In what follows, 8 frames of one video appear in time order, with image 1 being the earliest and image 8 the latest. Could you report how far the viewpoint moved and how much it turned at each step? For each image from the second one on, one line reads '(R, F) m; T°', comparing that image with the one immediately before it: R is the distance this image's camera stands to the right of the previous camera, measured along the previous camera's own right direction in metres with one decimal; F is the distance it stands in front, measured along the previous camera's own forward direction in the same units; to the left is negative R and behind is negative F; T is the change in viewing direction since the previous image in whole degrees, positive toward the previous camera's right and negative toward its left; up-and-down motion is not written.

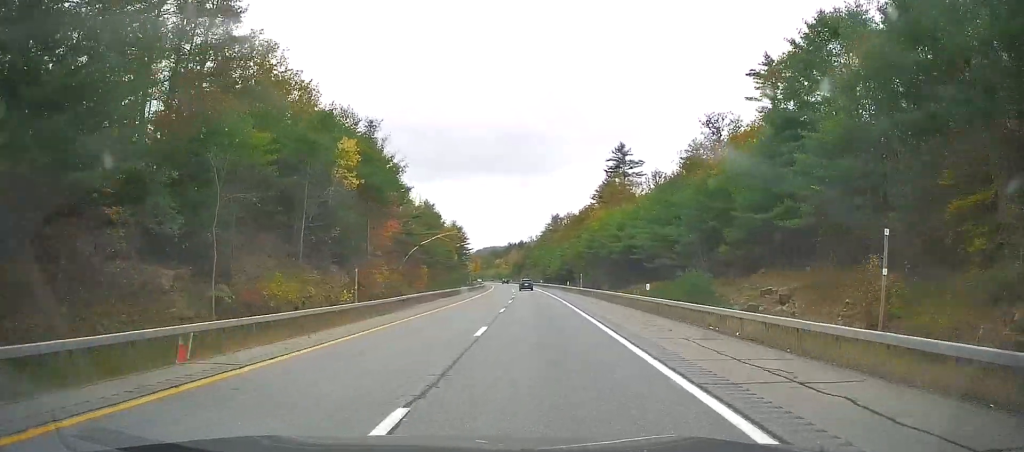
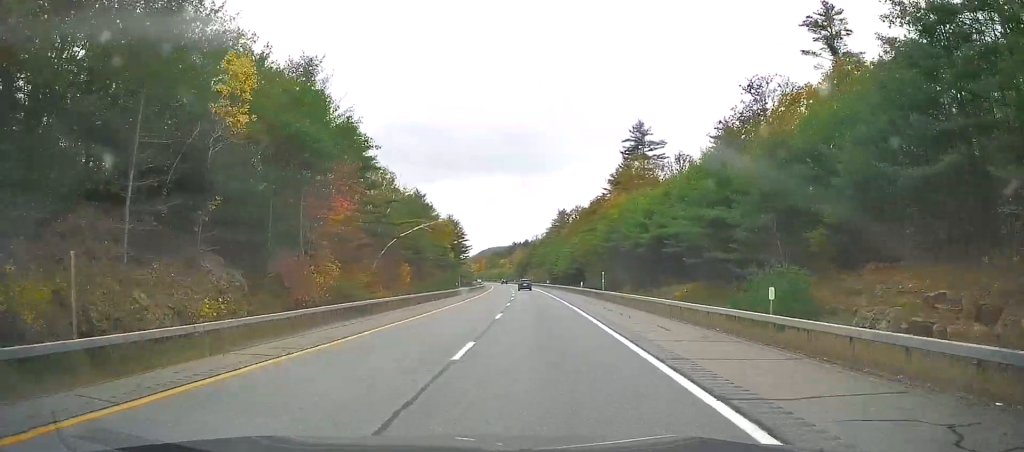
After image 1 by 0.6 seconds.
(-0.2, +16.9) m; 0°
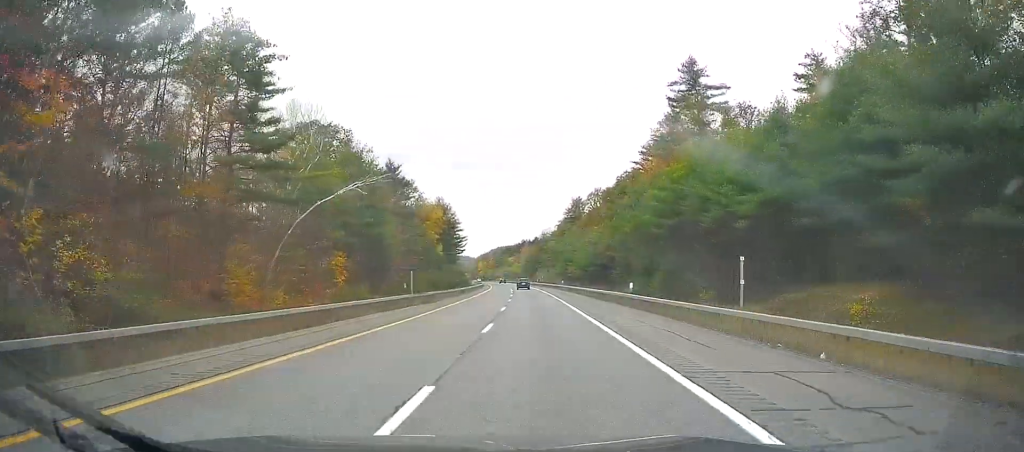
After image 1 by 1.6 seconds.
(-0.2, +30.9) m; 0°
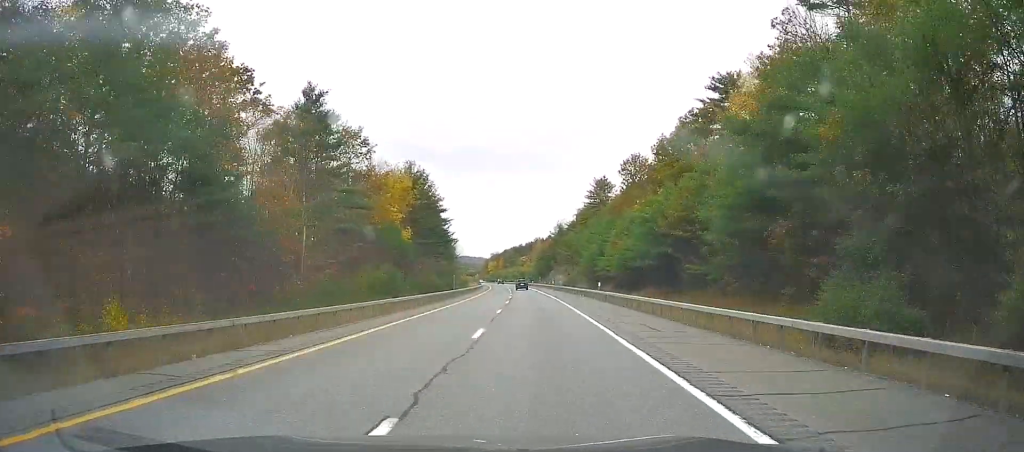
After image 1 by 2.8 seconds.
(-0.3, +39.4) m; -2°
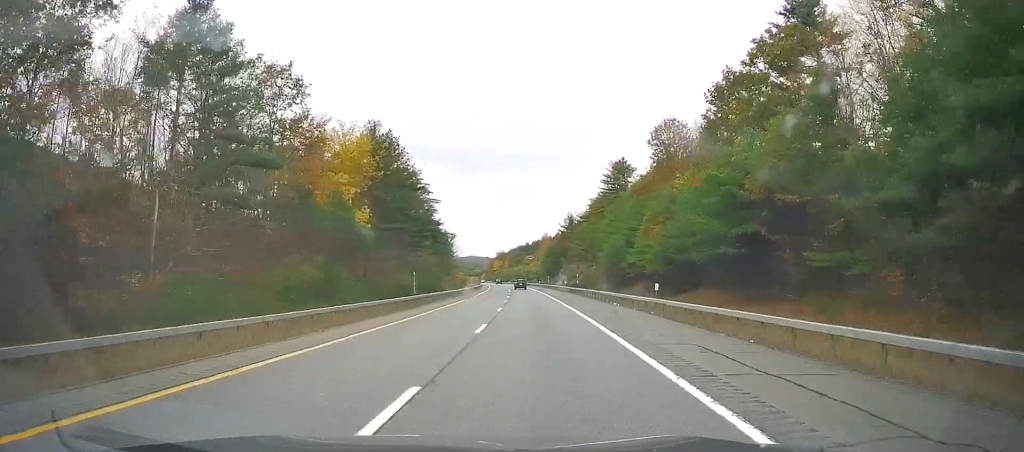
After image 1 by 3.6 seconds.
(-0.3, +22.7) m; 0°
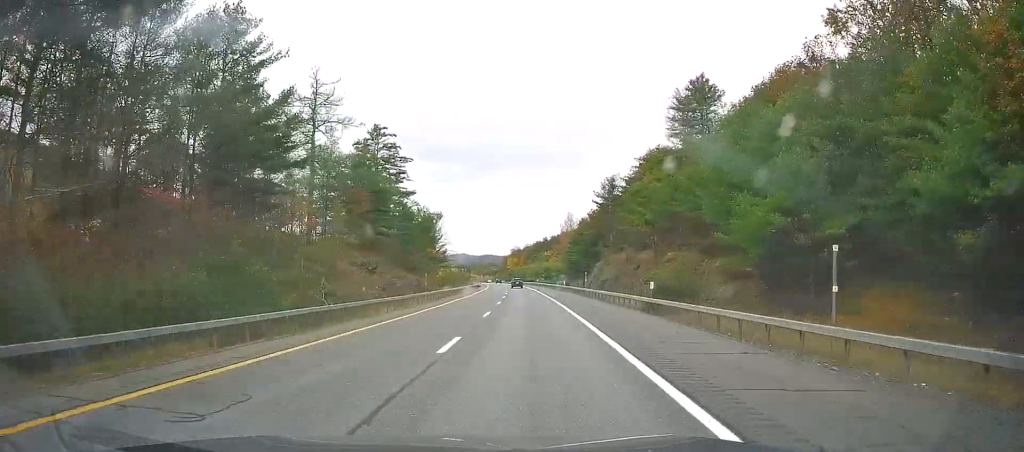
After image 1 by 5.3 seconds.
(+0.2, +53.9) m; -1°
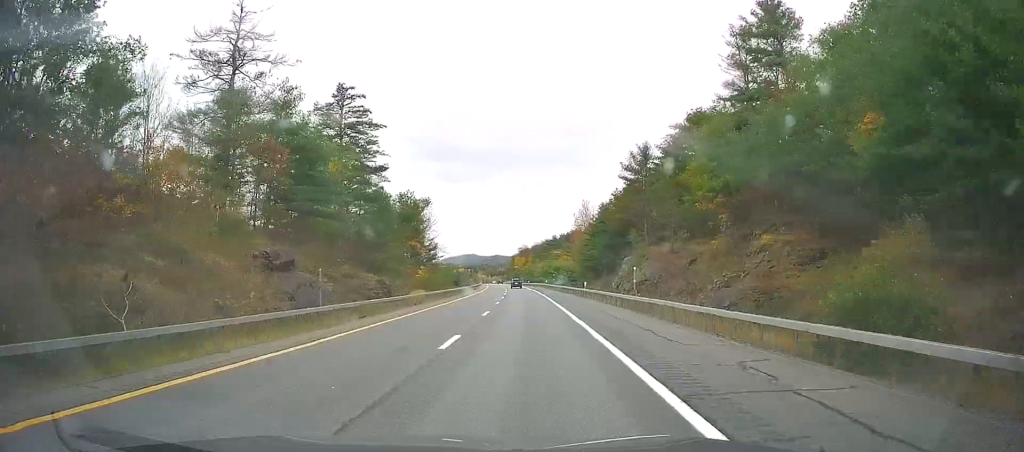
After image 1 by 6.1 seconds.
(-0.8, +23.6) m; -1°
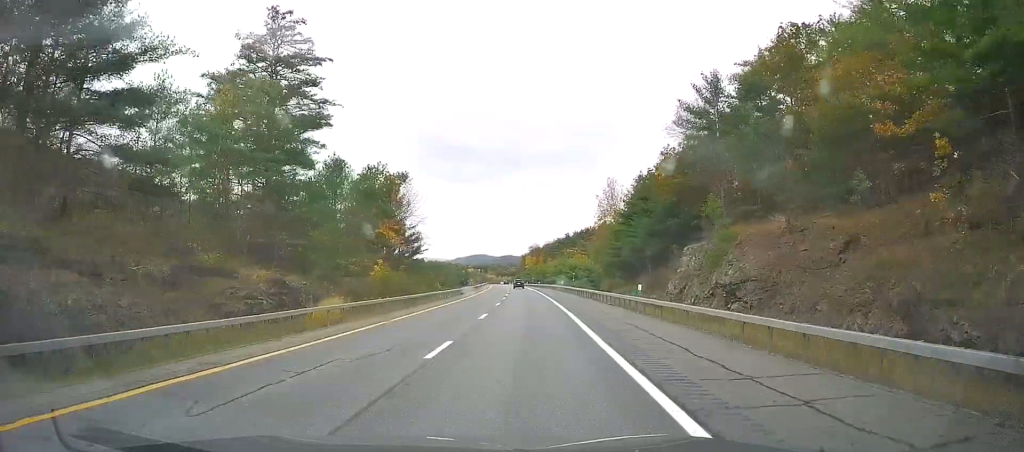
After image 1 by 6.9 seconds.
(+0.1, +26.2) m; 0°
